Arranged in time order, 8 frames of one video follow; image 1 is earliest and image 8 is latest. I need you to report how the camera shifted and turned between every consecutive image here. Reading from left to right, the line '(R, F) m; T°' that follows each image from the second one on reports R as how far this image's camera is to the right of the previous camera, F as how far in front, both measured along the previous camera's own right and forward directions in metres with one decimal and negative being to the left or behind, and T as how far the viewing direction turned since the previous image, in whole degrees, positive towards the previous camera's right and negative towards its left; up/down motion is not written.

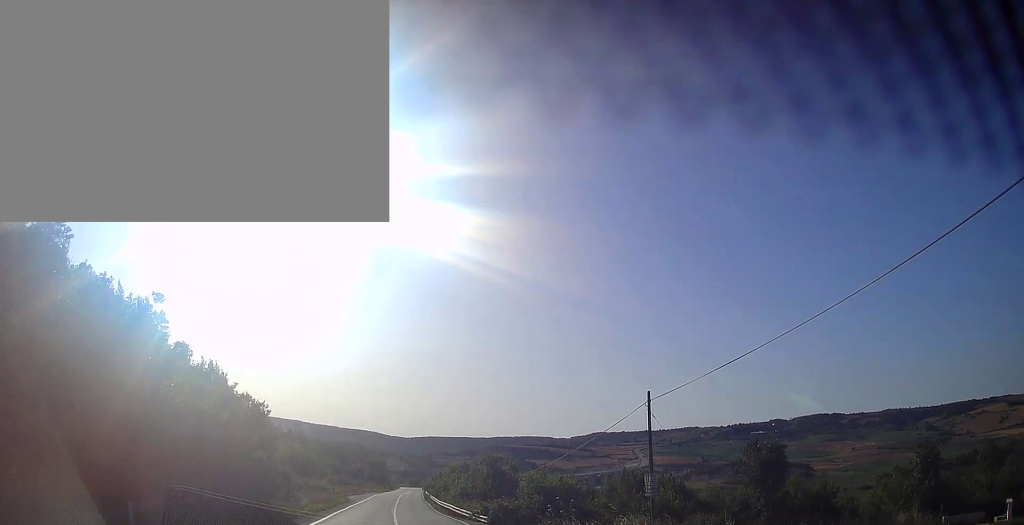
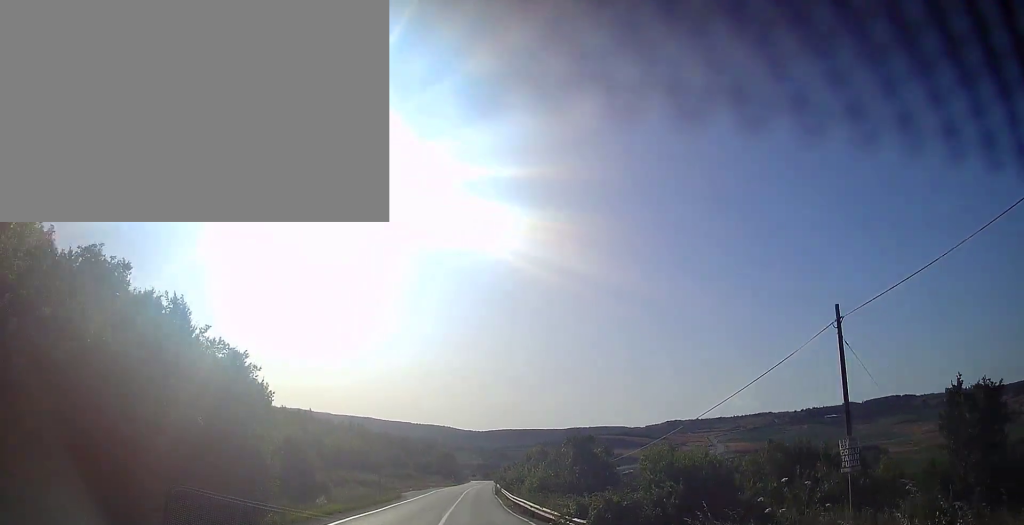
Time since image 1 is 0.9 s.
(-1.0, +10.5) m; -9°
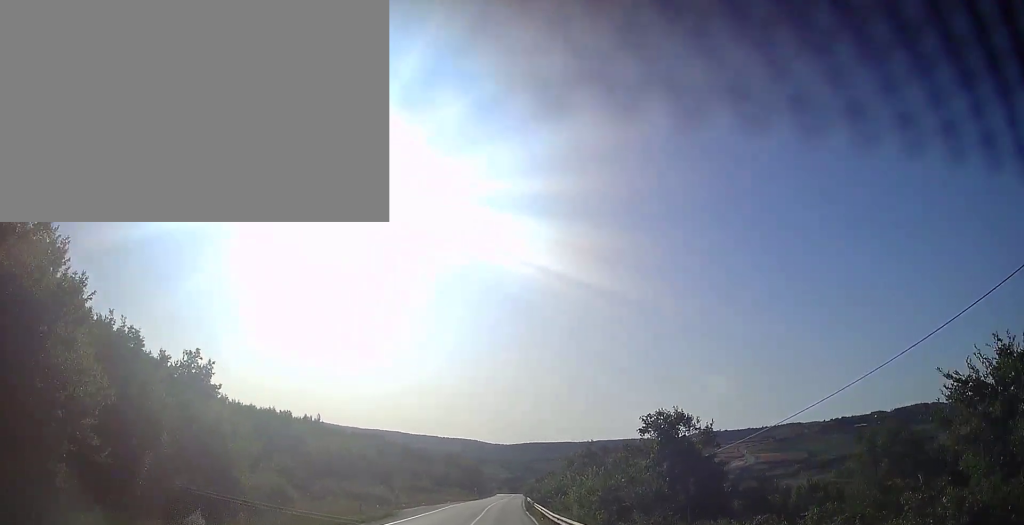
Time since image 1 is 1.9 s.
(-1.0, +14.0) m; -5°
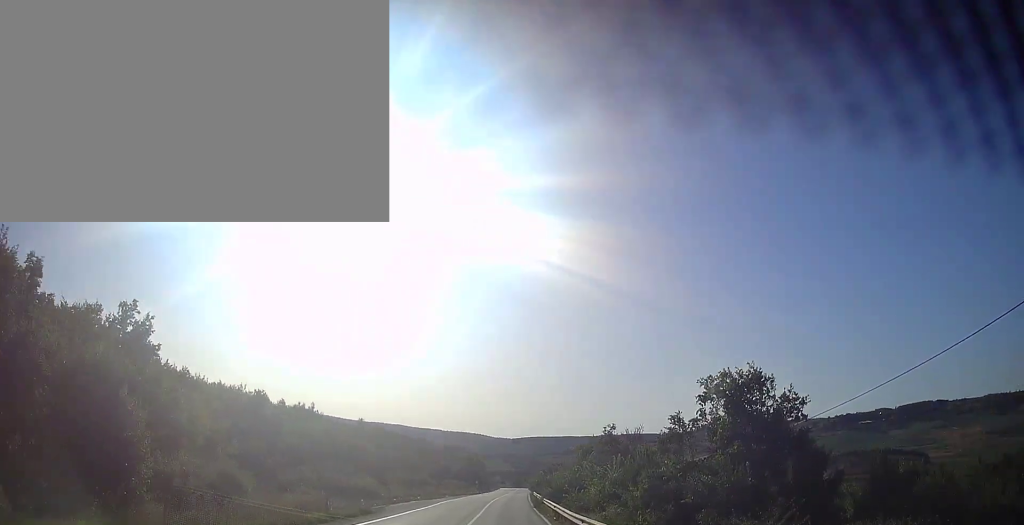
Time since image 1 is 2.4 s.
(-0.2, +6.6) m; -1°
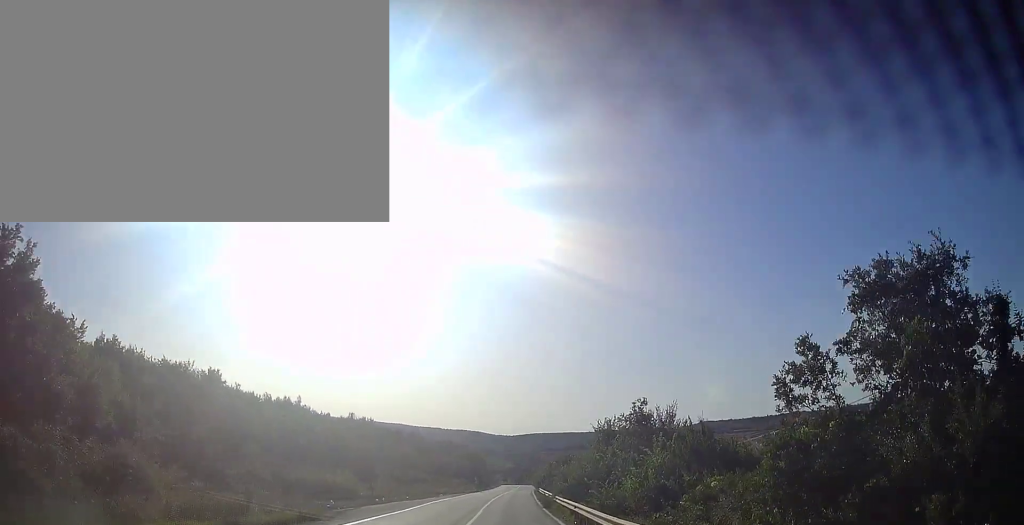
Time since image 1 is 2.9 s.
(-0.1, +7.3) m; 0°
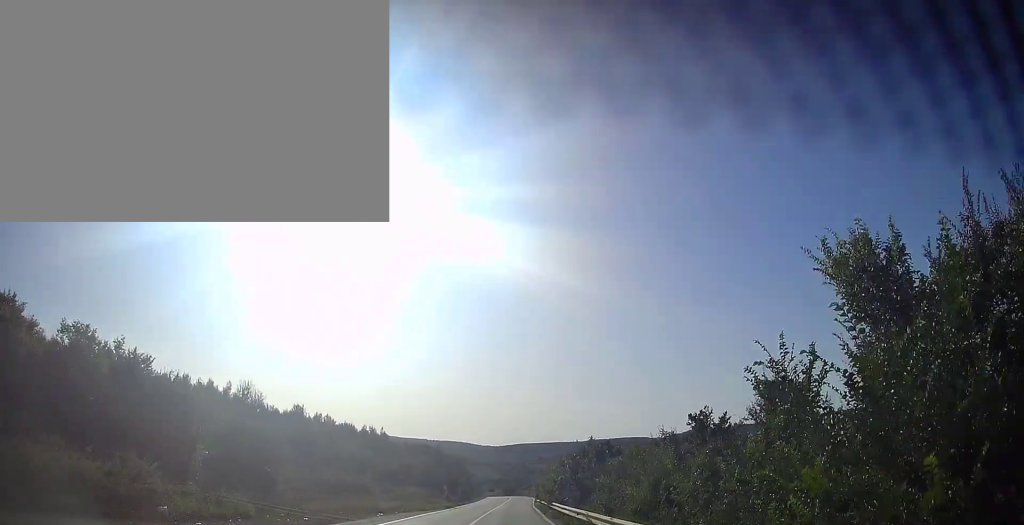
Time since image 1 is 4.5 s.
(+0.1, +25.0) m; 0°
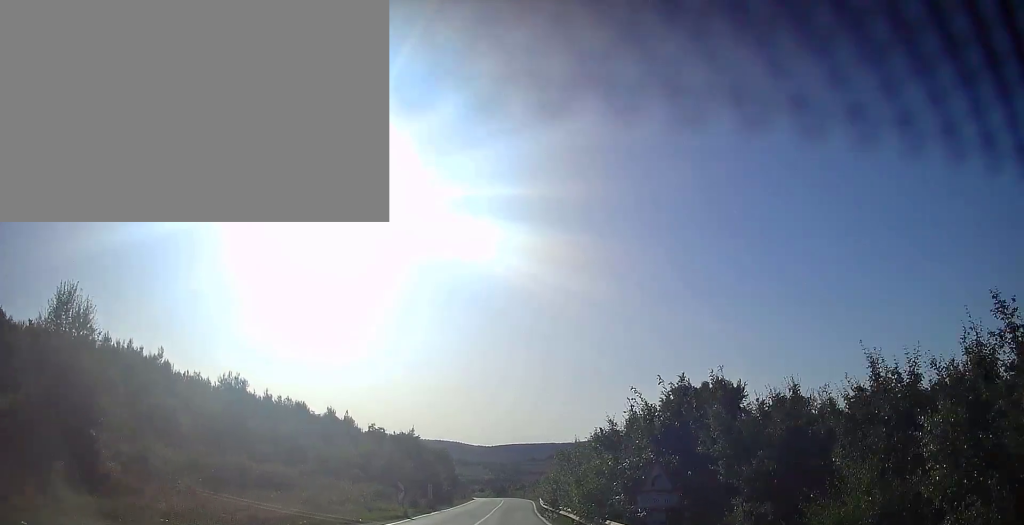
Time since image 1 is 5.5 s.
(+0.1, +18.5) m; +1°
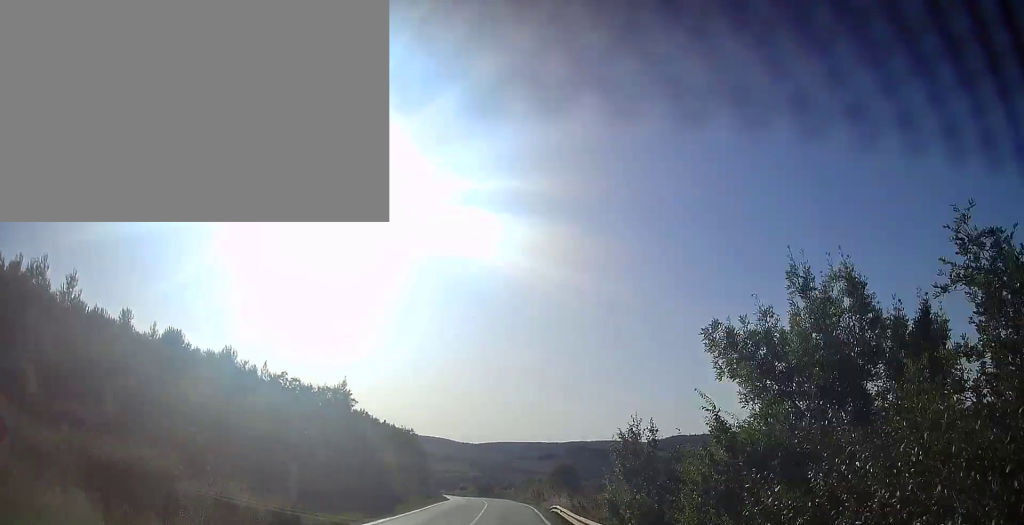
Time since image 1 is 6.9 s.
(+0.3, +24.9) m; +1°
